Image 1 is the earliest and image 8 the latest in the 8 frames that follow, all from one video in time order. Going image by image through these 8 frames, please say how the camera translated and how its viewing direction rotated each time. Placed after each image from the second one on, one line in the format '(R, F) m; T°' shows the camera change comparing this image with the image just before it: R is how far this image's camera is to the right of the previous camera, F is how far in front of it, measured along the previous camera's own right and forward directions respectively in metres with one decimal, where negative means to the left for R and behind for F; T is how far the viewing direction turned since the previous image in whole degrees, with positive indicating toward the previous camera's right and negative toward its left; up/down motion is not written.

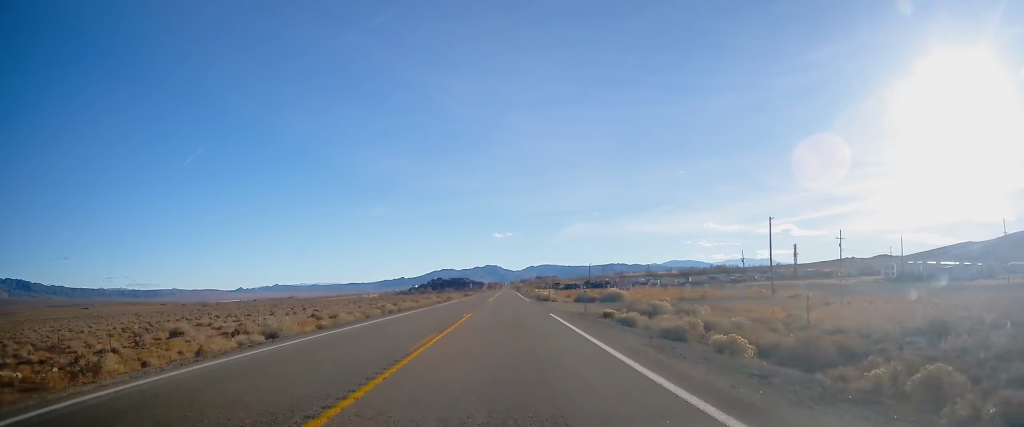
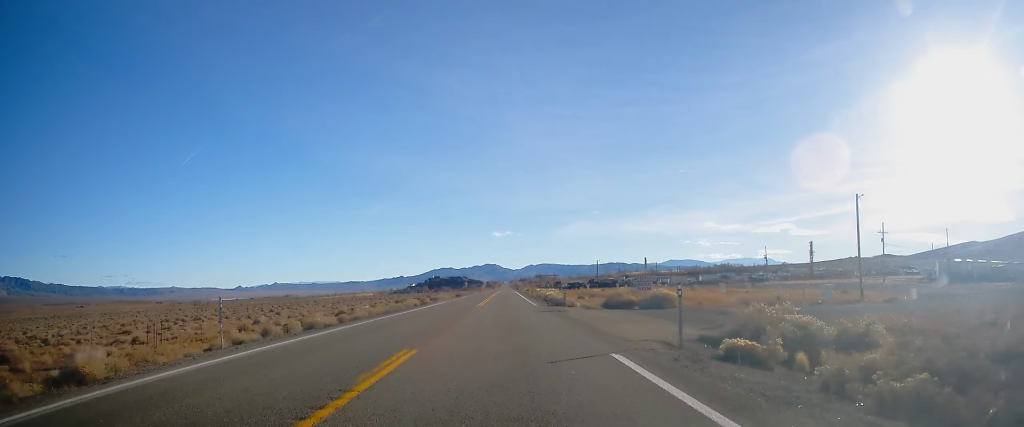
(-0.1, +16.0) m; 0°
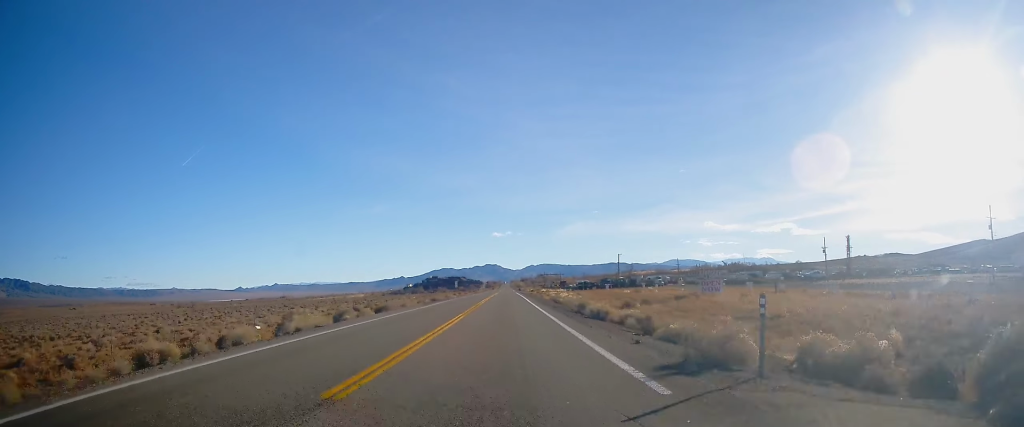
(+0.2, +29.9) m; 0°
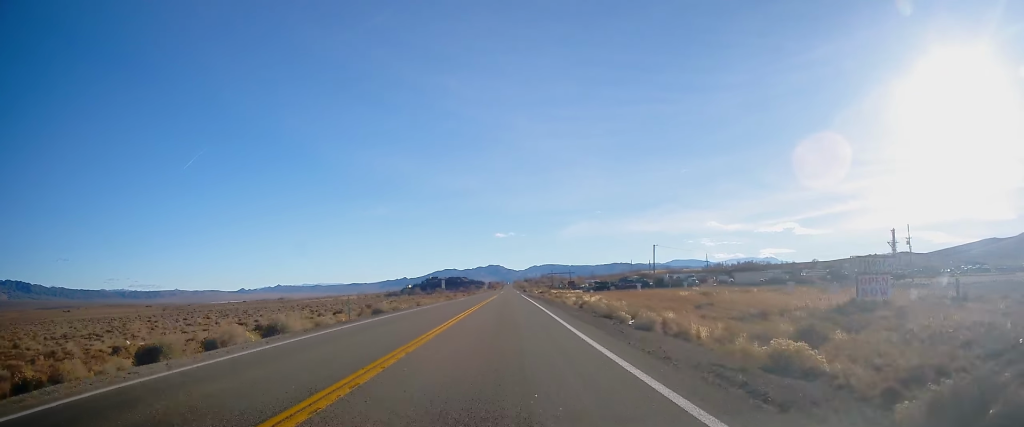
(+0.1, +28.8) m; 0°
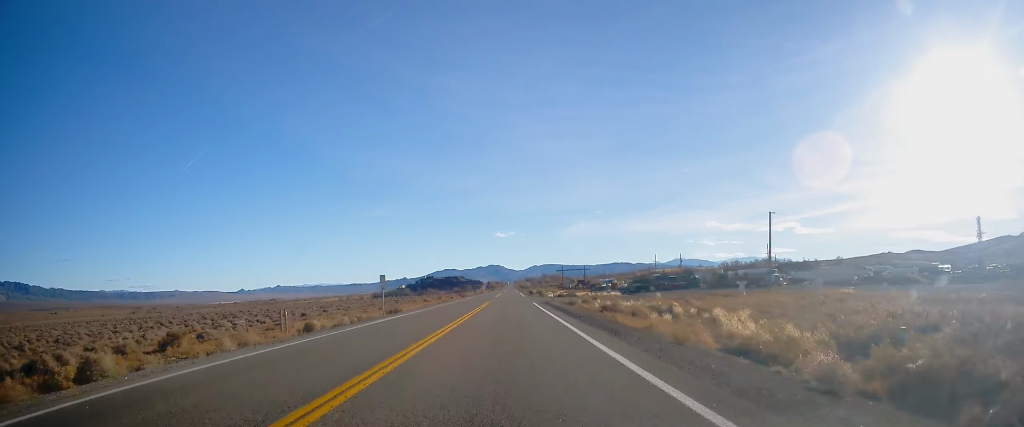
(-0.4, +44.9) m; 0°
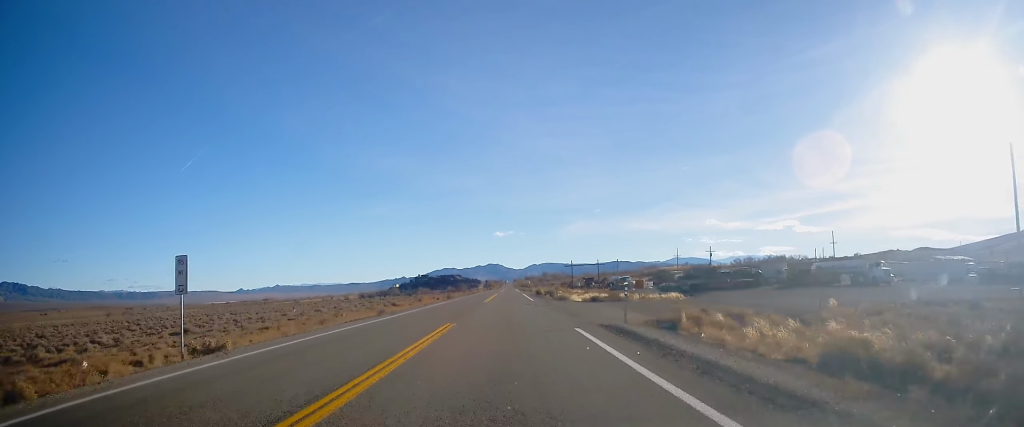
(+0.2, +30.8) m; 0°
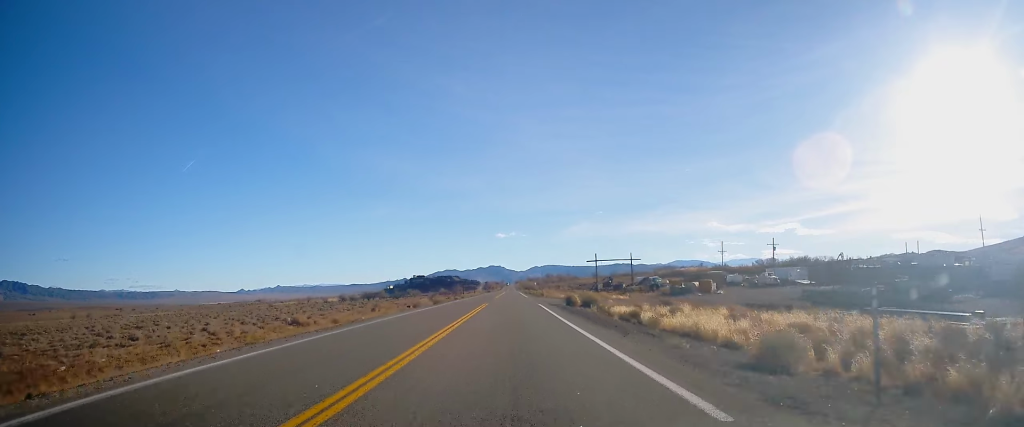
(-0.2, +40.5) m; -1°
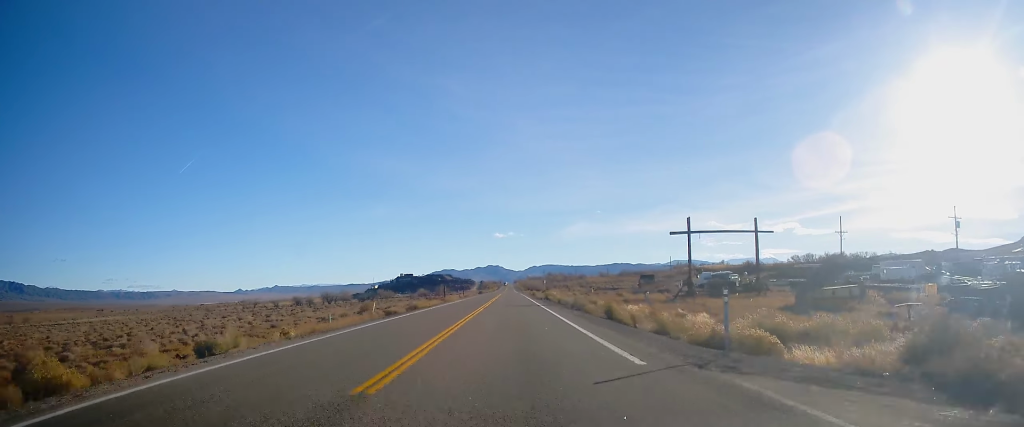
(0.0, +60.2) m; 0°
